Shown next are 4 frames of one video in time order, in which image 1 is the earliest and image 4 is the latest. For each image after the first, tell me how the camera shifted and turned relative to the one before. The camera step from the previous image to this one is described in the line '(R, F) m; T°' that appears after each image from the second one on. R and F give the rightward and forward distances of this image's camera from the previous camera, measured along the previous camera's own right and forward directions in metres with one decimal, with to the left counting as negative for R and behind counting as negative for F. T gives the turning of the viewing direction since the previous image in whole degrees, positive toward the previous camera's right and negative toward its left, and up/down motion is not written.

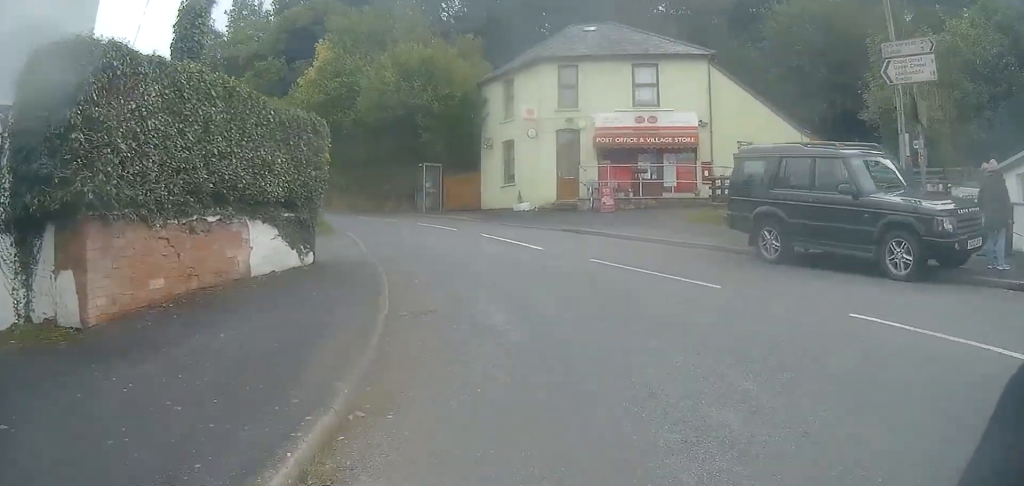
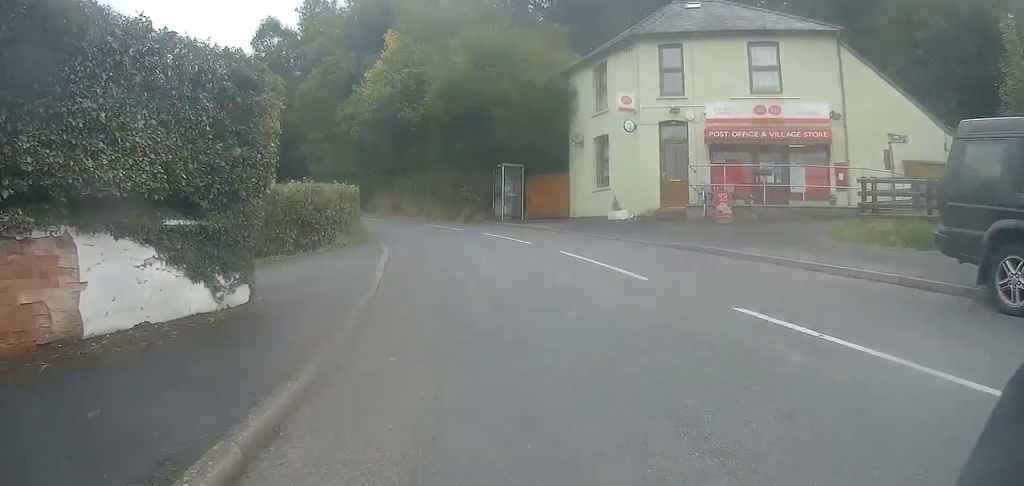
(-0.3, +4.2) m; -5°
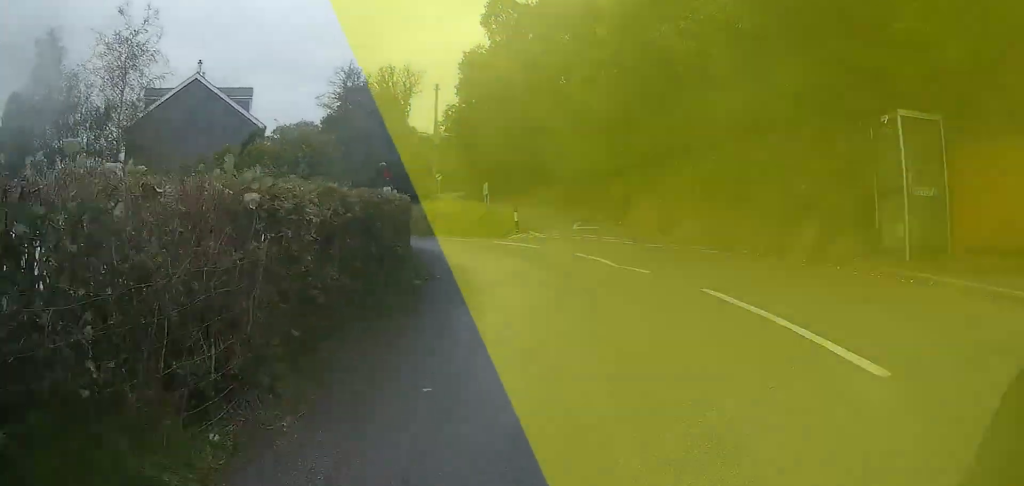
(-1.5, +15.8) m; -12°
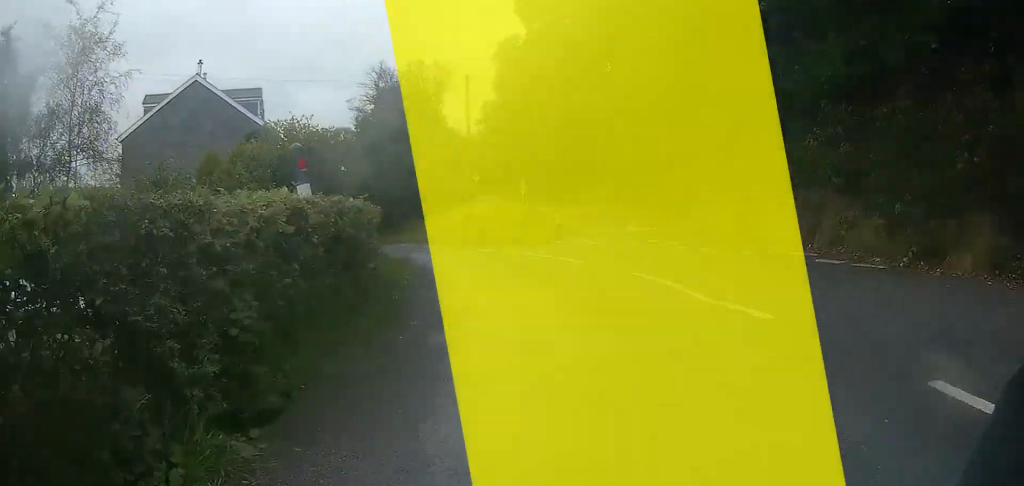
(-0.2, +4.5) m; -3°
